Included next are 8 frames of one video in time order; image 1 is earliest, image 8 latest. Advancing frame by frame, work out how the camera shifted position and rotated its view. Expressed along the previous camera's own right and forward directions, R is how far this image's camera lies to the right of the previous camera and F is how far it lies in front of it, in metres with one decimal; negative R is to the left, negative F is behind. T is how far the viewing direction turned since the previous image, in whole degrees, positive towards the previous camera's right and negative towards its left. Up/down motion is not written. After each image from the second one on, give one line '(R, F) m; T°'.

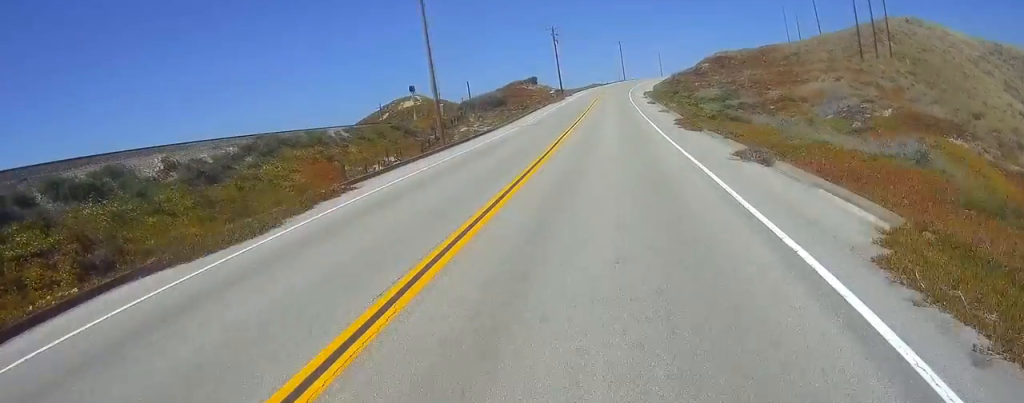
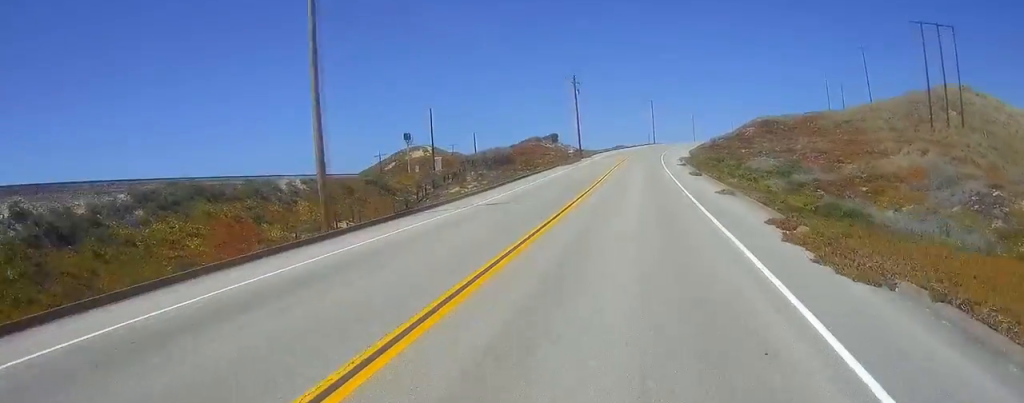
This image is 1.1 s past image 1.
(0.0, +18.6) m; 0°
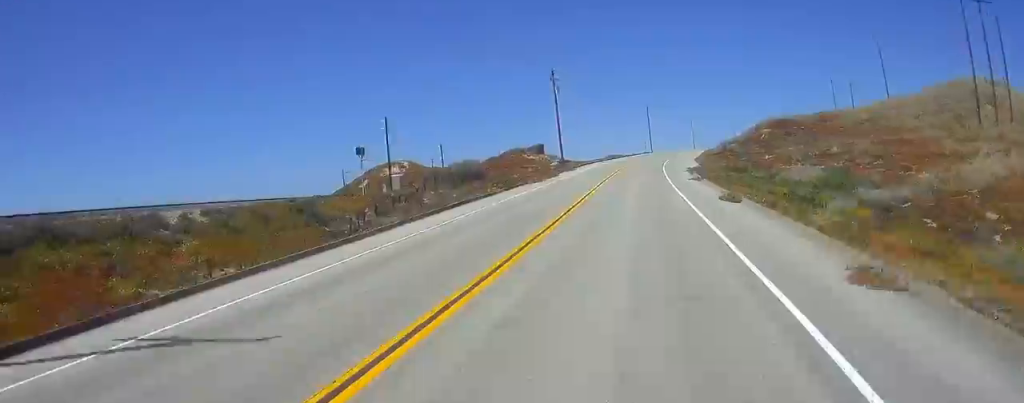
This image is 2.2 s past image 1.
(0.0, +17.4) m; 0°
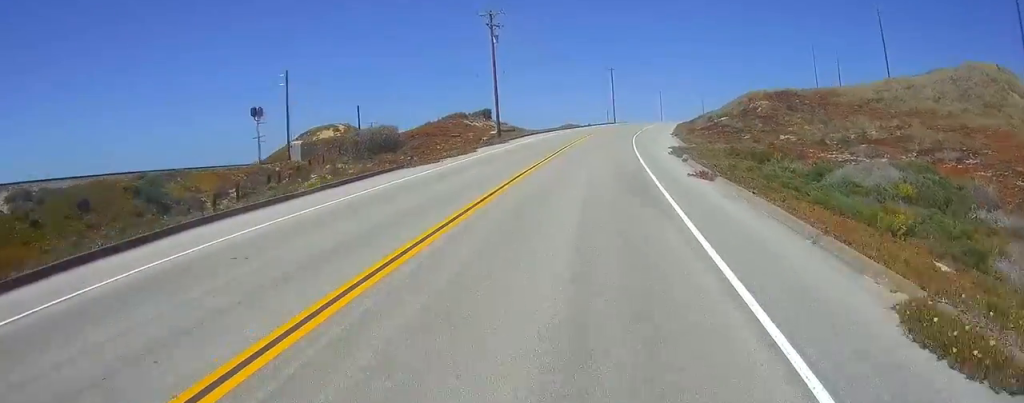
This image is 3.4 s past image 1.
(+0.3, +19.2) m; +2°
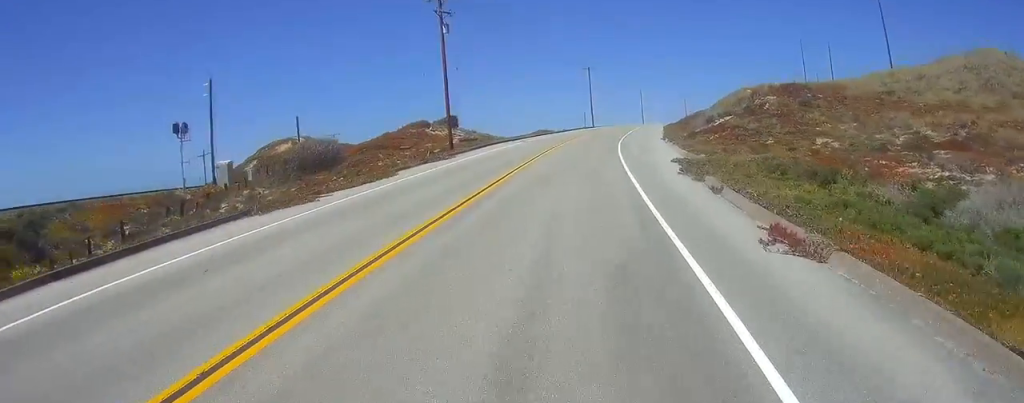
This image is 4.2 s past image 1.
(+0.1, +11.9) m; +1°
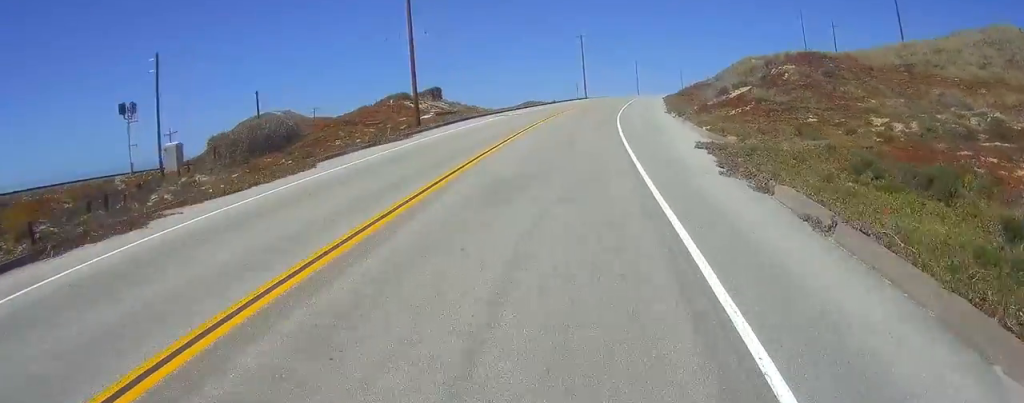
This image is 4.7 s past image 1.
(0.0, +8.0) m; 0°
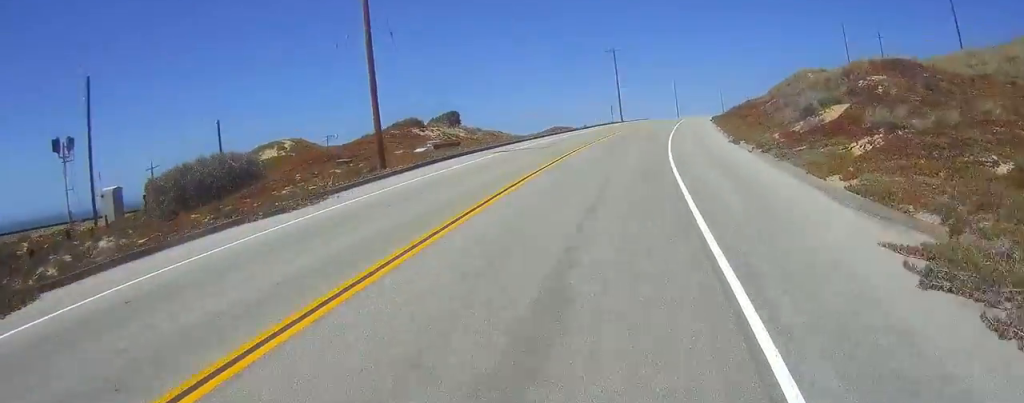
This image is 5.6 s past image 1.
(0.0, +12.8) m; 0°
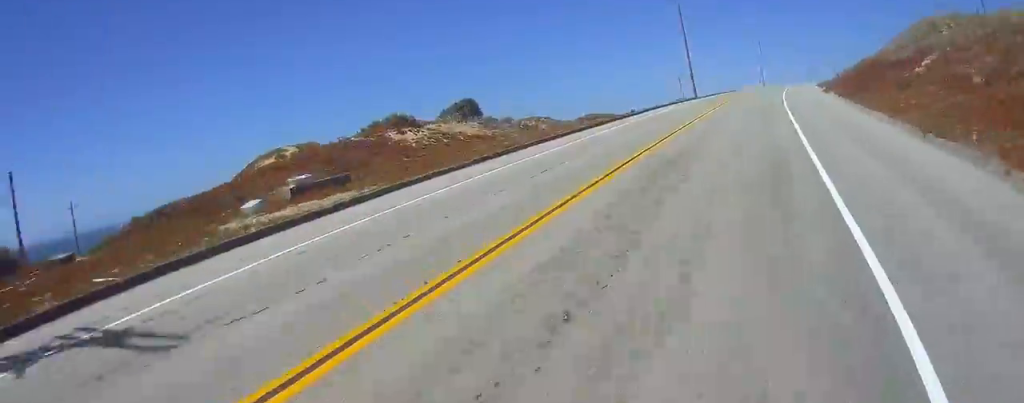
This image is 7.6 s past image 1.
(0.0, +27.6) m; 0°
